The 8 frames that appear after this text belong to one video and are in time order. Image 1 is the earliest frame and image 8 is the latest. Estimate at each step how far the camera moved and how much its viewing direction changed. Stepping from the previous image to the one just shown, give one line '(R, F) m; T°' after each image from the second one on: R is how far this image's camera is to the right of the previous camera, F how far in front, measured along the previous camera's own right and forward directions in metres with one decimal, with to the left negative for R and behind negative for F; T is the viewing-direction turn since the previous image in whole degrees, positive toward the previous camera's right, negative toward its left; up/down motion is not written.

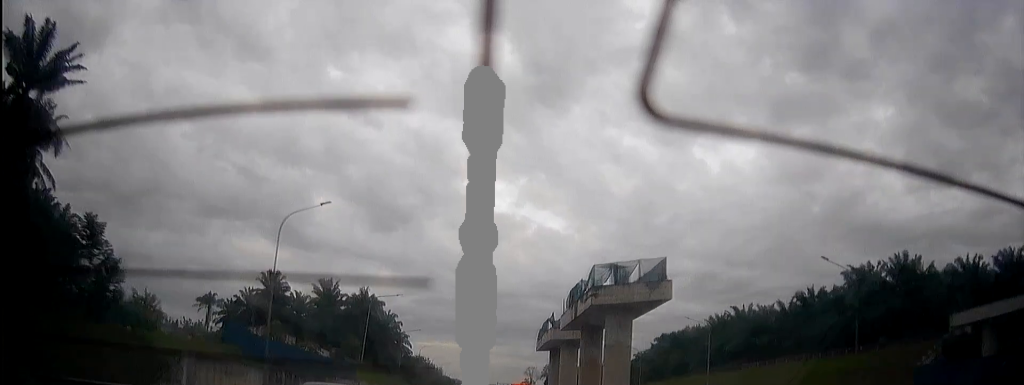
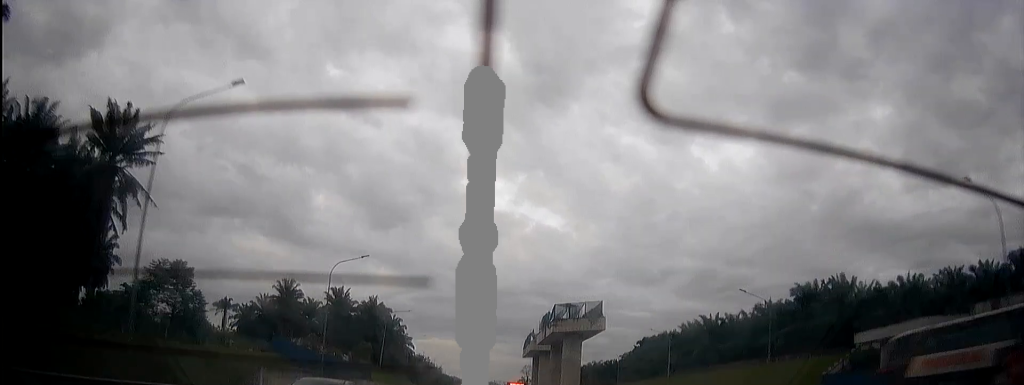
(0.0, +14.1) m; 0°
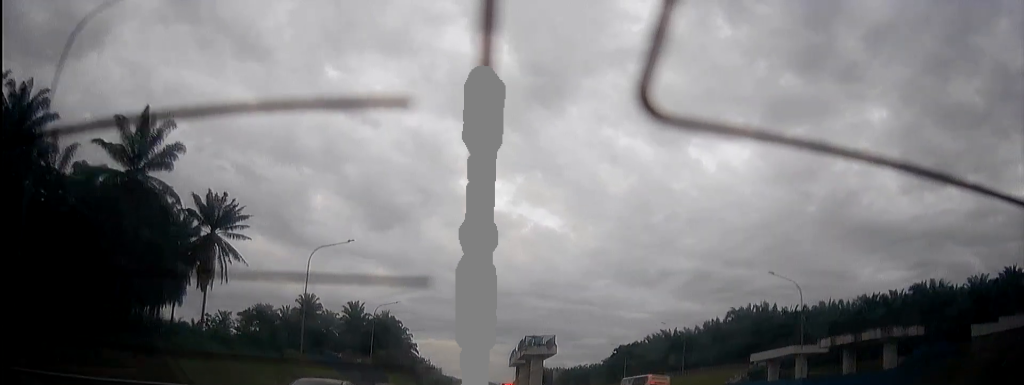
(-0.1, +23.7) m; 0°
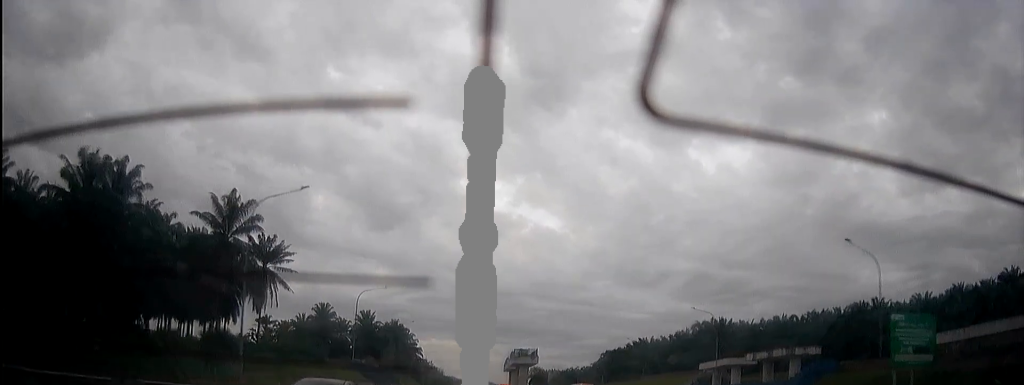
(0.0, +19.0) m; 0°
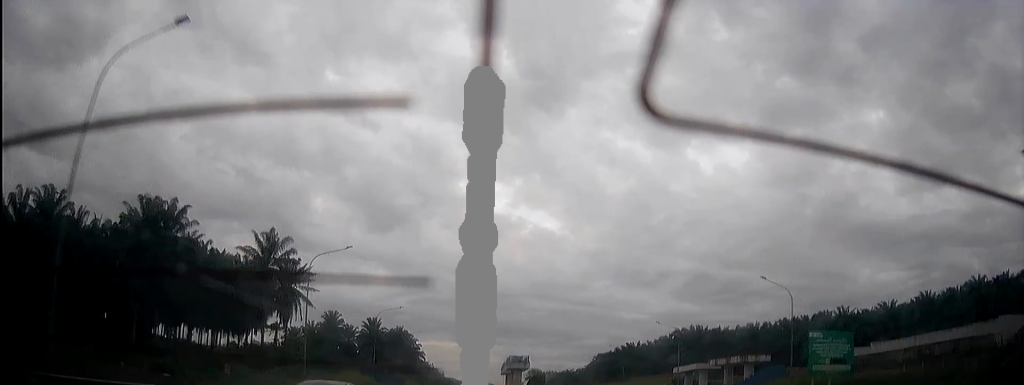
(0.0, +13.0) m; 0°
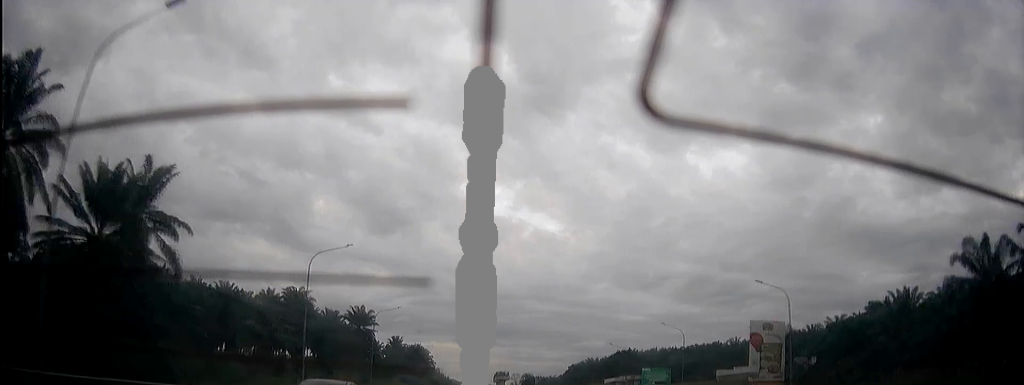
(+0.1, +59.3) m; 0°
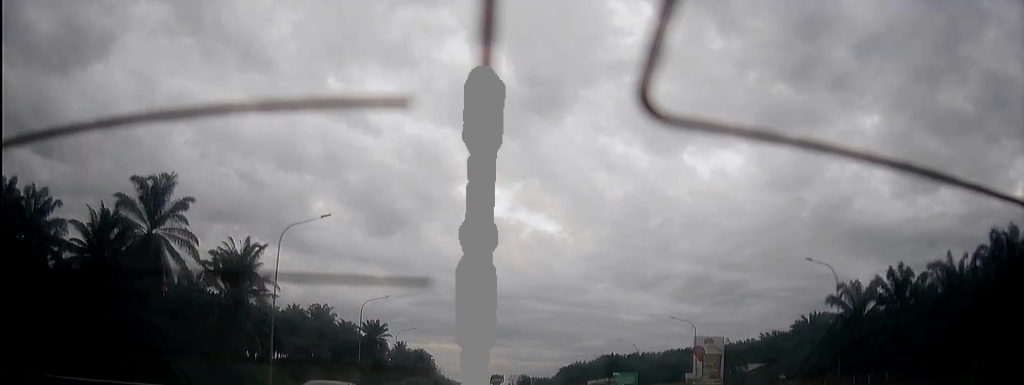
(0.0, +22.6) m; 0°
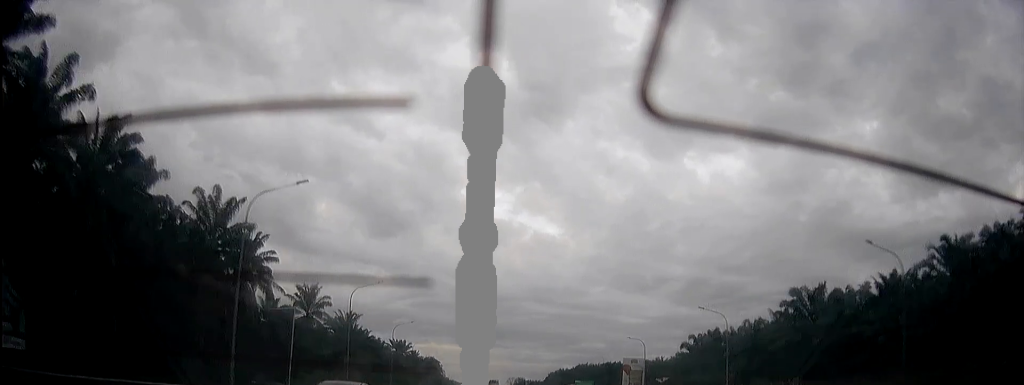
(-0.1, +52.3) m; 0°
